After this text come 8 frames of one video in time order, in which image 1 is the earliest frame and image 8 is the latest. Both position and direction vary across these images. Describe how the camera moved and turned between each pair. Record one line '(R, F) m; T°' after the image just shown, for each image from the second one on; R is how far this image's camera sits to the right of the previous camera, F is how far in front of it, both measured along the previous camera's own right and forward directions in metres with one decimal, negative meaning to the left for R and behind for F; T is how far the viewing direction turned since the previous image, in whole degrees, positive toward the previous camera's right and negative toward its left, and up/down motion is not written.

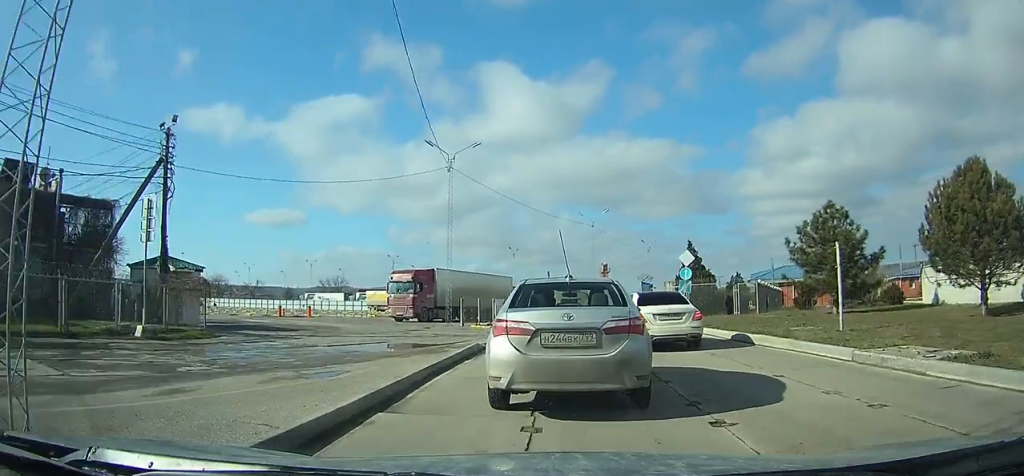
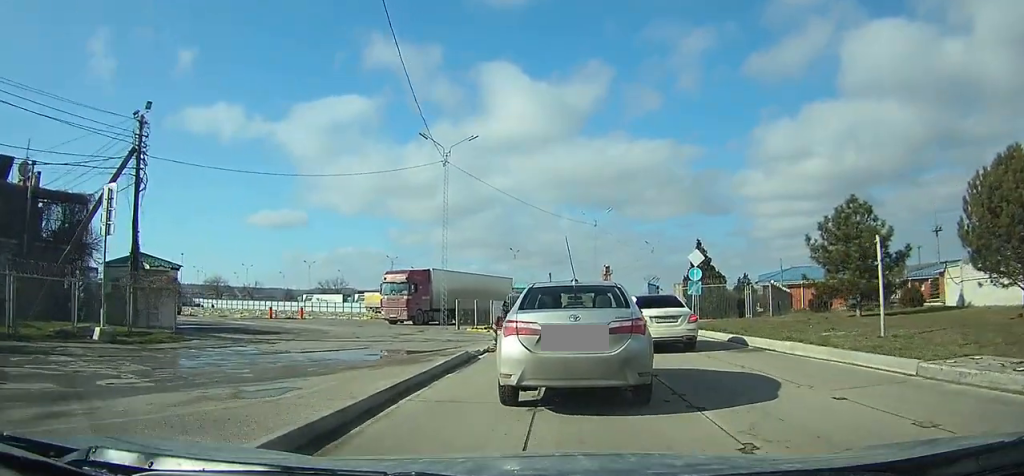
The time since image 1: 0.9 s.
(0.0, +2.0) m; 0°
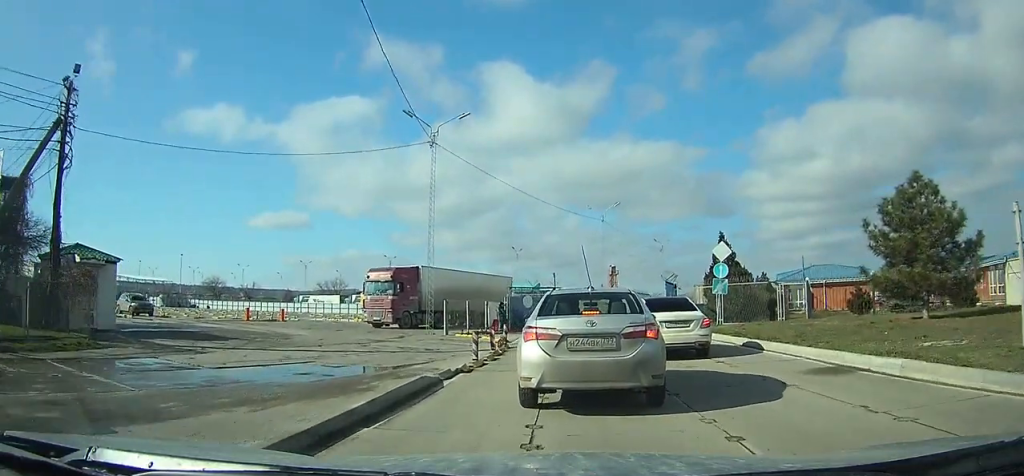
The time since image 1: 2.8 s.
(0.0, +4.1) m; +1°
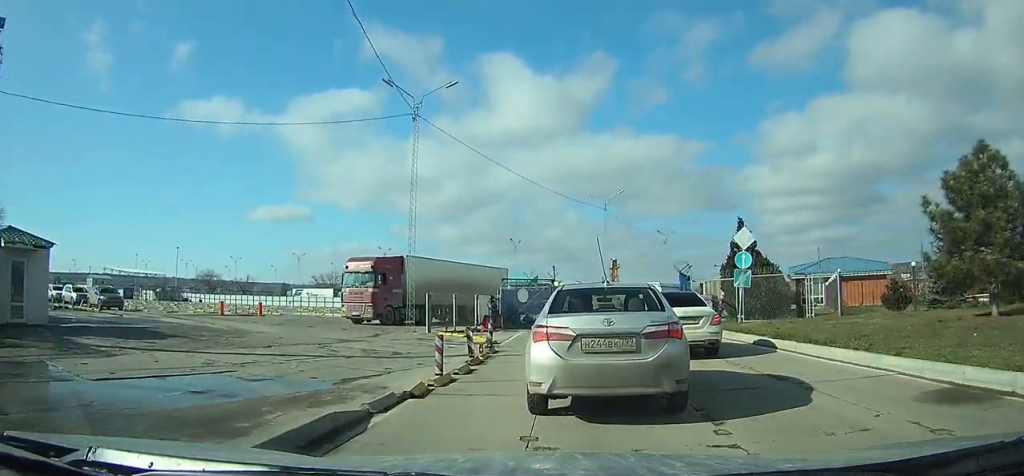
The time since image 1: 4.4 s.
(+0.1, +3.7) m; +1°
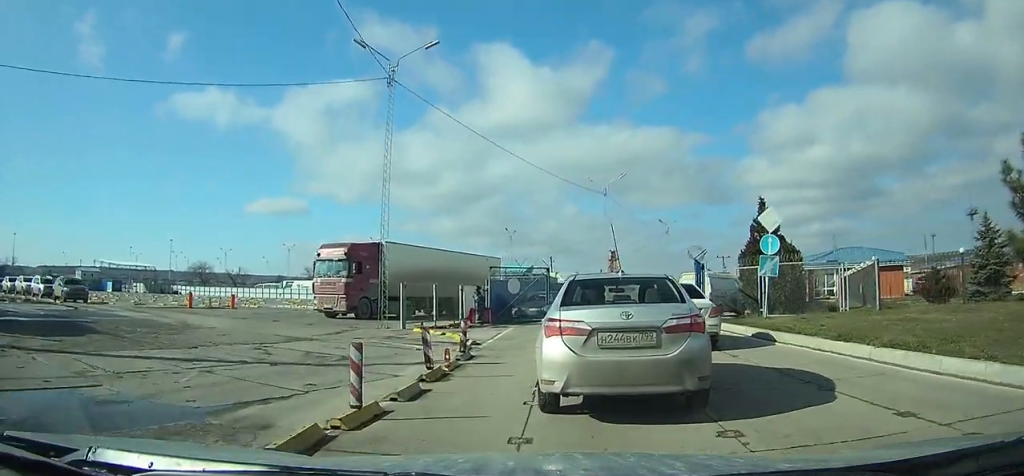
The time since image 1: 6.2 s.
(-0.1, +4.4) m; -3°
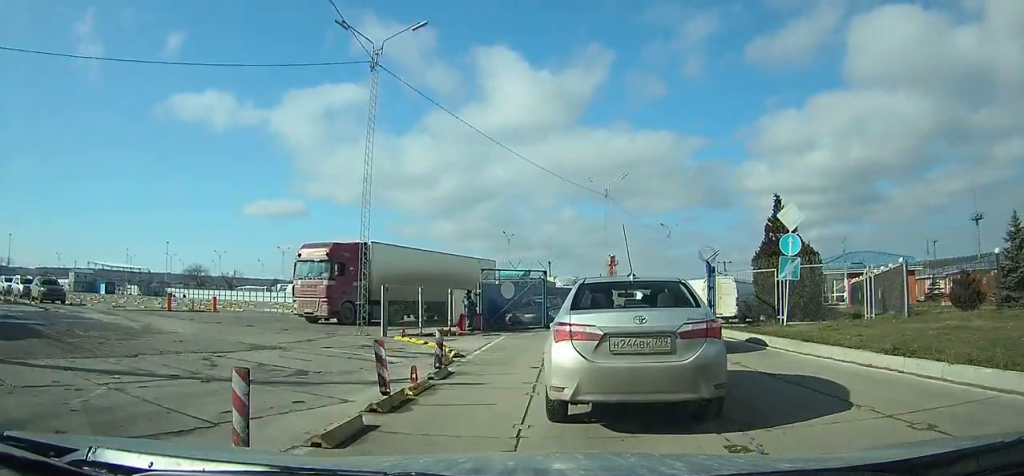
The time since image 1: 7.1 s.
(-0.1, +2.5) m; 0°
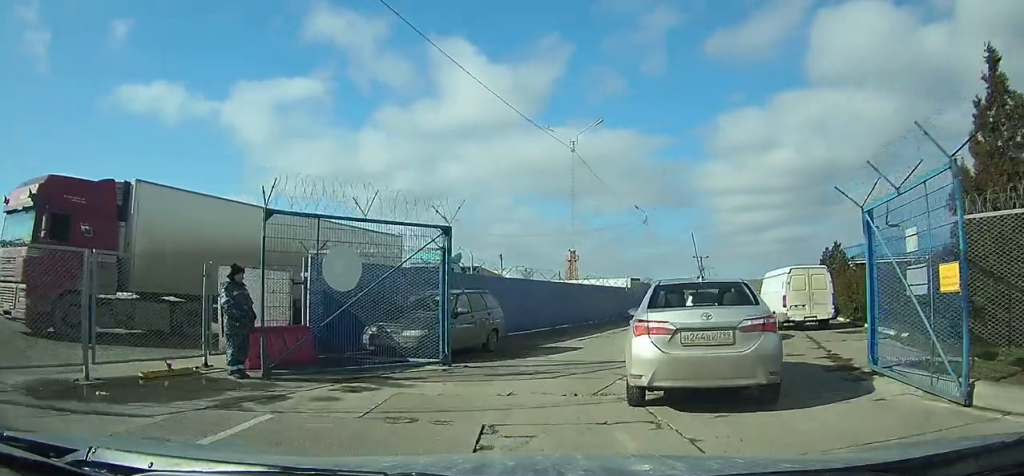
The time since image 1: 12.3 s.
(+0.6, +14.9) m; +9°
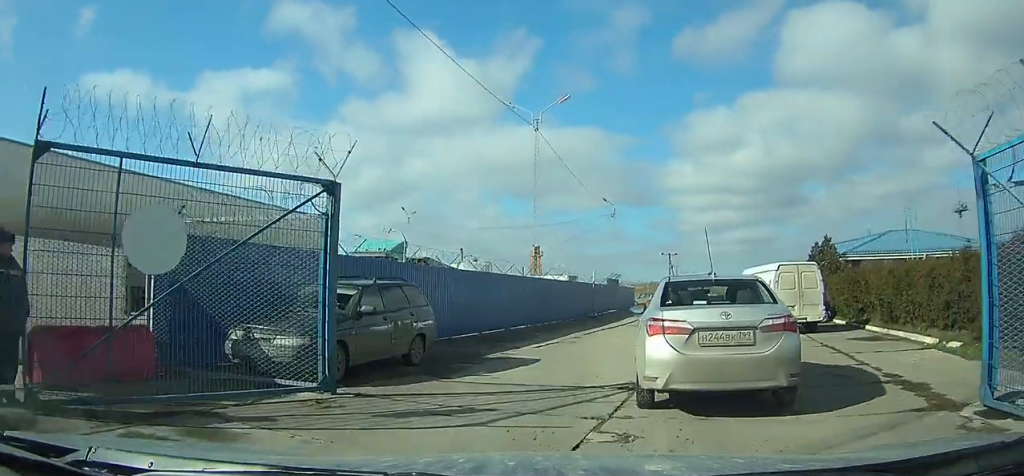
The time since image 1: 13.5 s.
(+0.2, +3.4) m; +3°
